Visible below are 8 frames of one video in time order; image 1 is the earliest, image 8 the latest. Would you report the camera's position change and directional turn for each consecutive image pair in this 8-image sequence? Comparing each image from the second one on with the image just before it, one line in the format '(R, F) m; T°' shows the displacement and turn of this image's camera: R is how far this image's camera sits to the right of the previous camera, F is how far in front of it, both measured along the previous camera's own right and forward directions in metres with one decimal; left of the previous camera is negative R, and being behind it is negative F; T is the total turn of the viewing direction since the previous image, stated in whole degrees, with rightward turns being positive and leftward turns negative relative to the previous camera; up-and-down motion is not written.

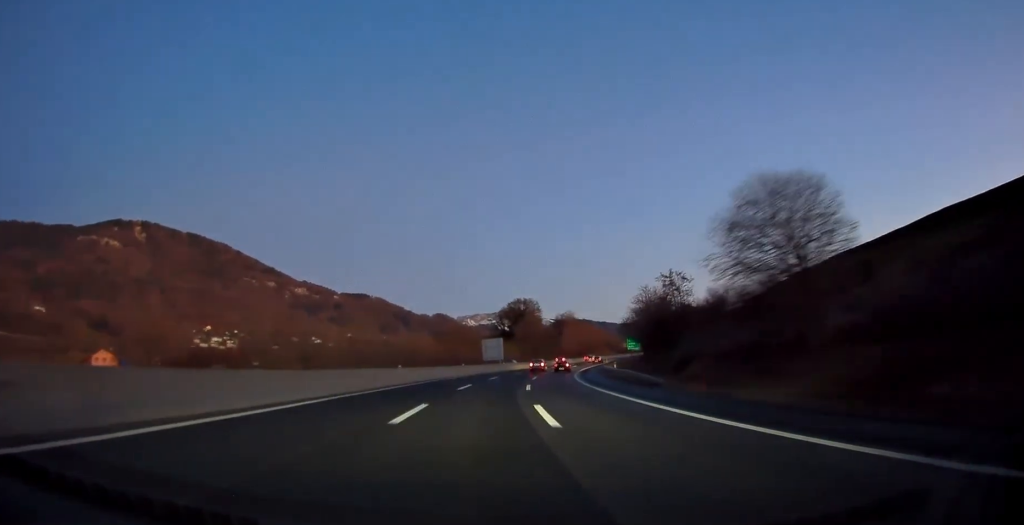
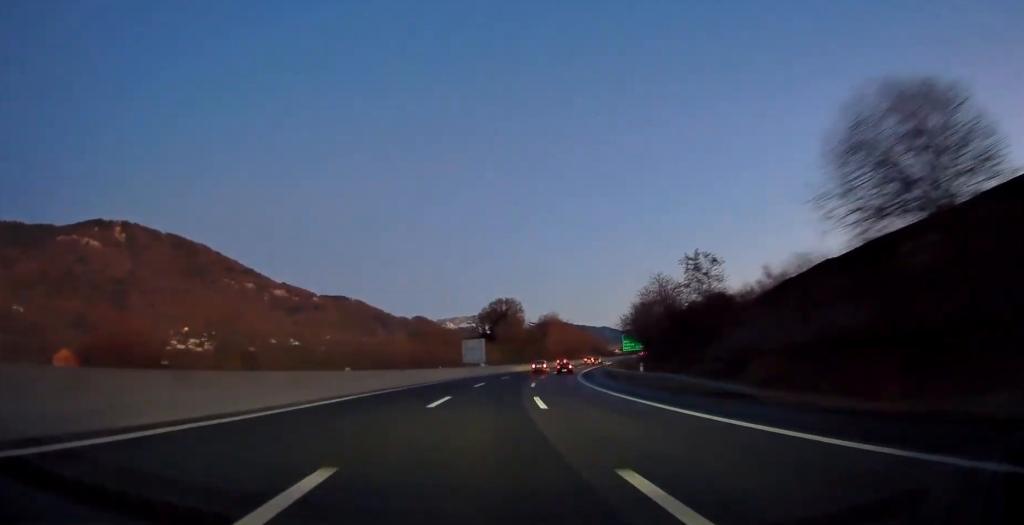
(+0.1, +12.8) m; +2°
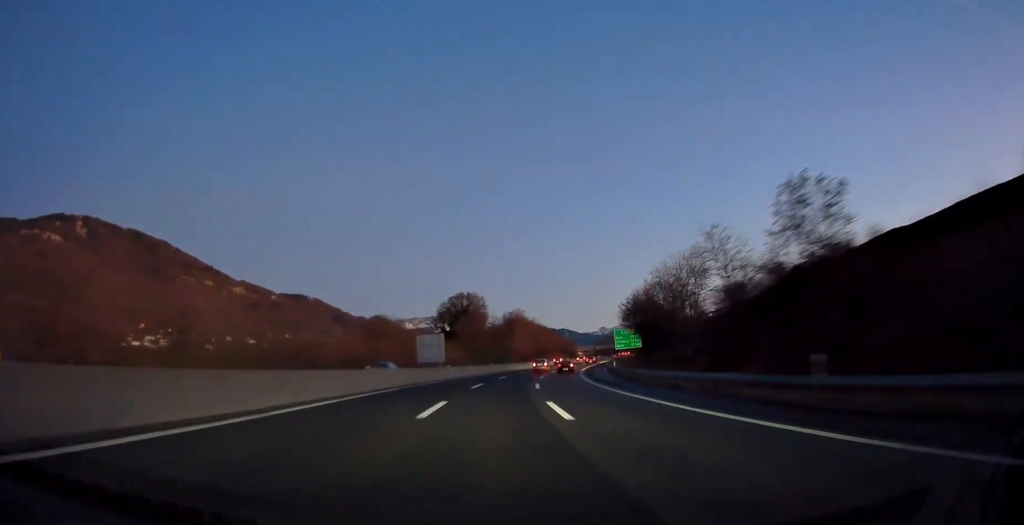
(+0.7, +20.6) m; +3°
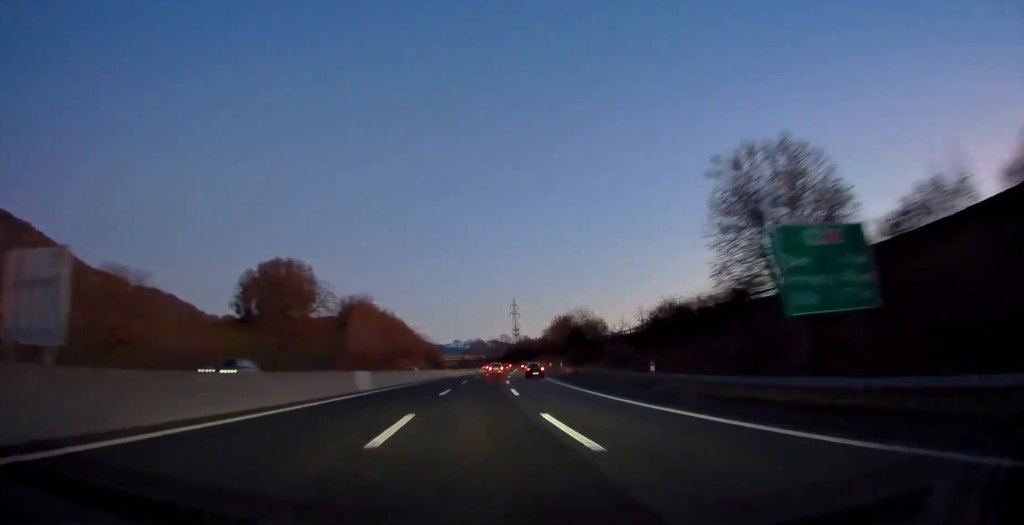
(+9.3, +77.3) m; +14°
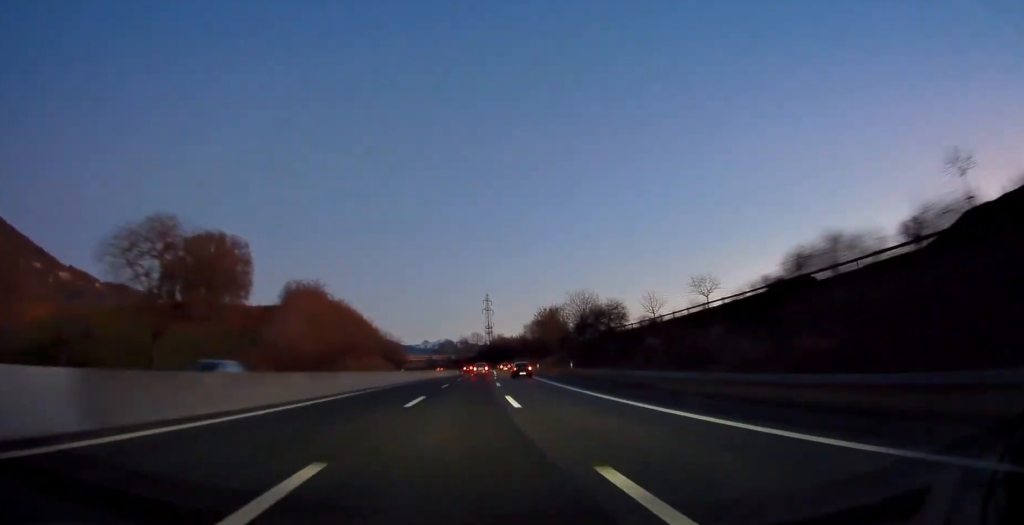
(+0.6, +25.3) m; +4°
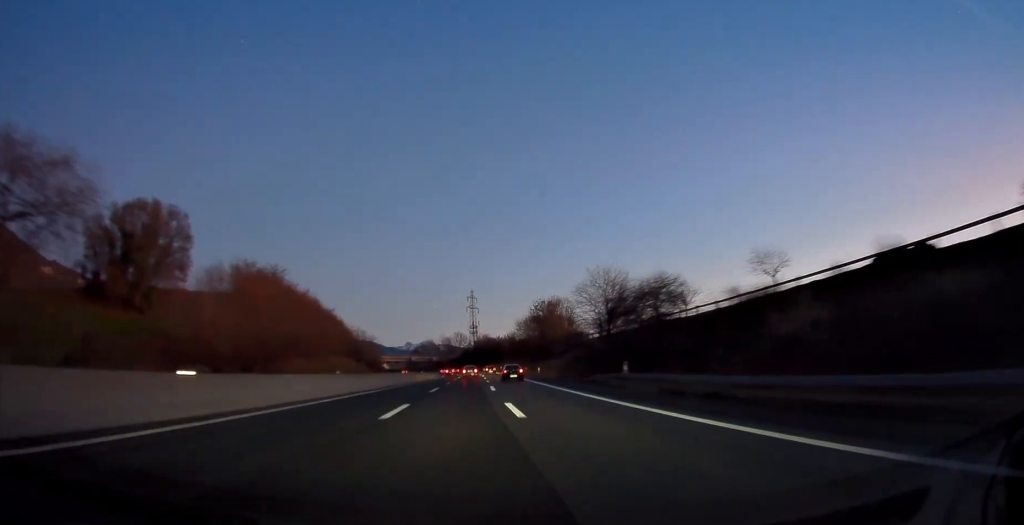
(+0.9, +22.4) m; +3°
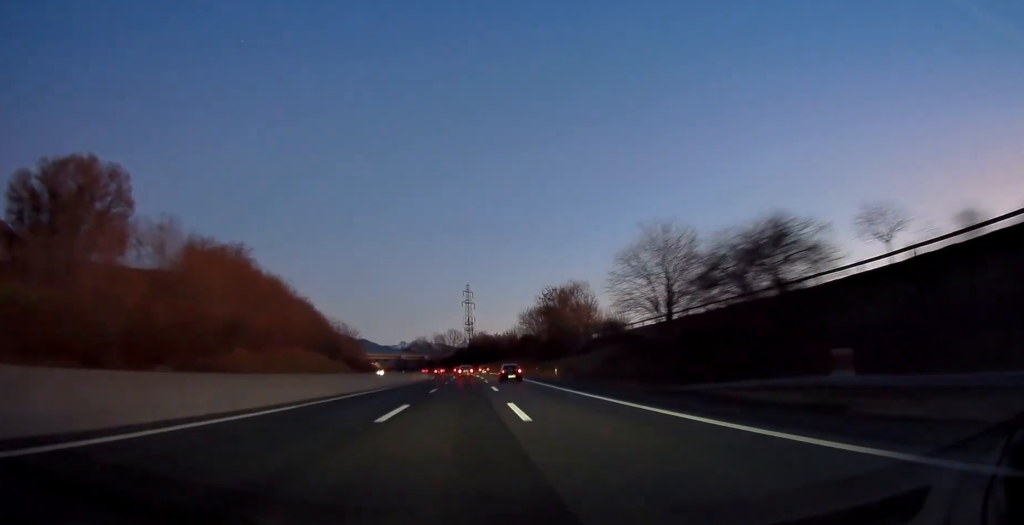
(+0.3, +19.5) m; +1°
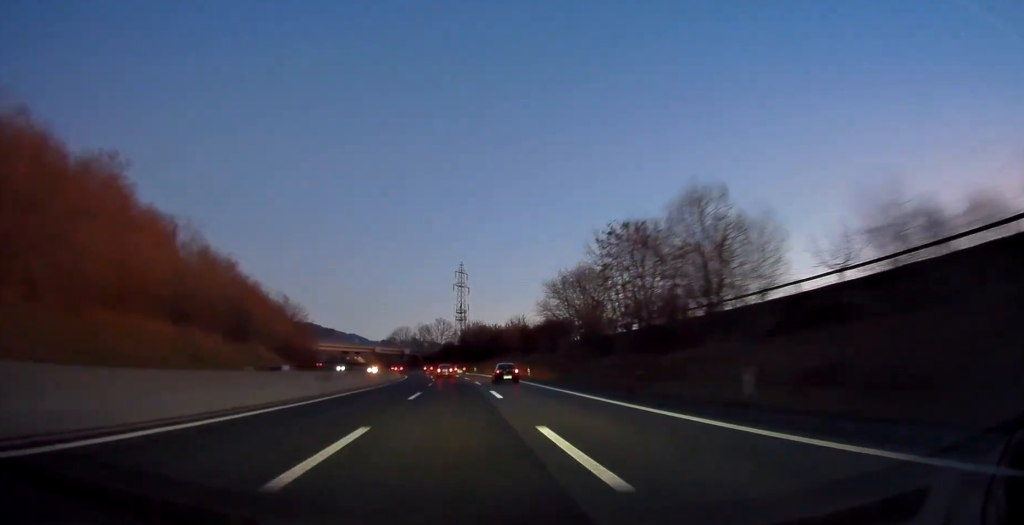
(+0.7, +43.7) m; +1°
